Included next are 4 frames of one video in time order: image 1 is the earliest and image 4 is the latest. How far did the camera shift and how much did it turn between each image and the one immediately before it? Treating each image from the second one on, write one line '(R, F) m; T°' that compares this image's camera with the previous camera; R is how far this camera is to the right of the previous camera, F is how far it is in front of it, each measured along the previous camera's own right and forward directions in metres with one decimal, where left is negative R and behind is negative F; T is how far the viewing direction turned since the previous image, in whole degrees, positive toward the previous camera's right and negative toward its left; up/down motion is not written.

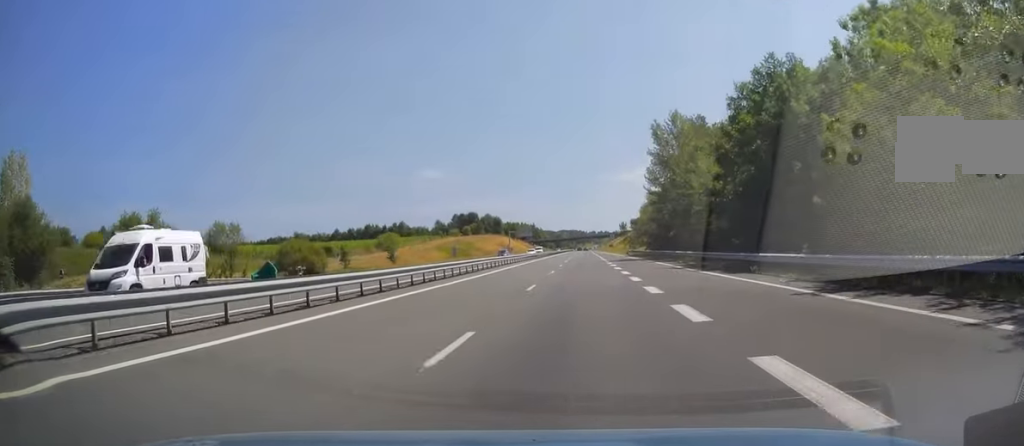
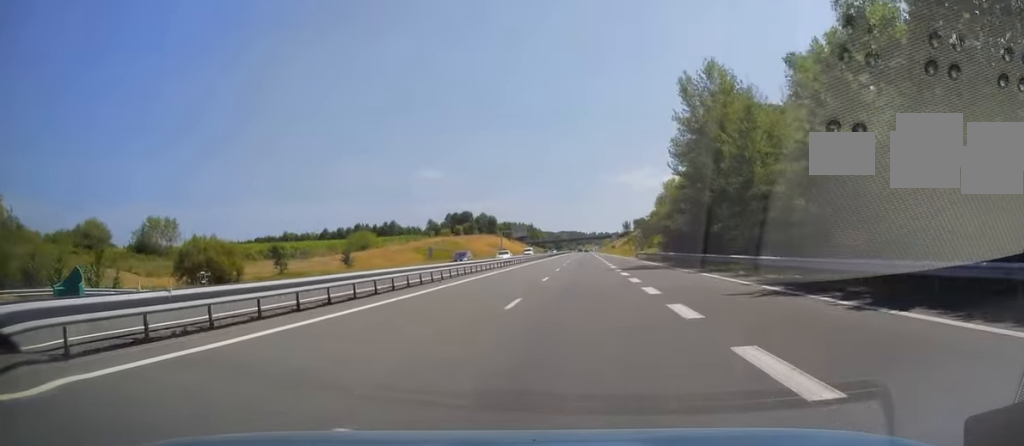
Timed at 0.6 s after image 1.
(+0.2, +18.6) m; 0°
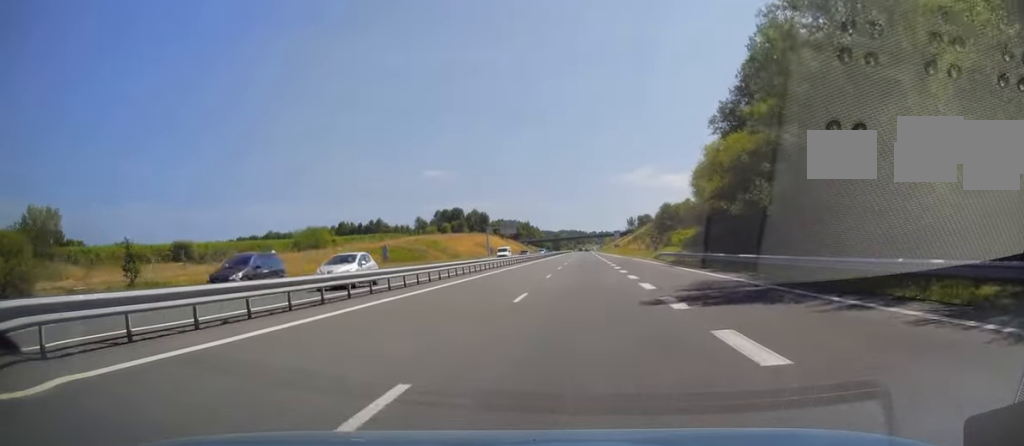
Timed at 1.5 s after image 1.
(+0.2, +24.5) m; +1°
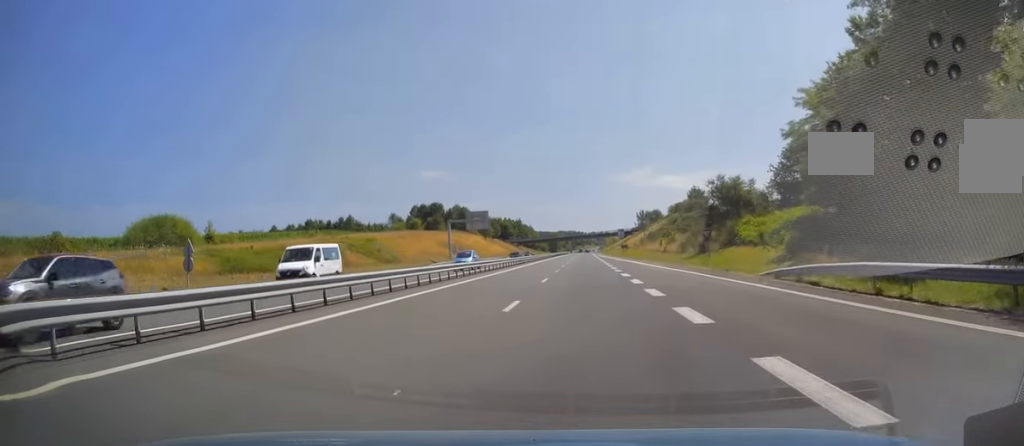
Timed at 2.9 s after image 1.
(0.0, +41.6) m; -1°
